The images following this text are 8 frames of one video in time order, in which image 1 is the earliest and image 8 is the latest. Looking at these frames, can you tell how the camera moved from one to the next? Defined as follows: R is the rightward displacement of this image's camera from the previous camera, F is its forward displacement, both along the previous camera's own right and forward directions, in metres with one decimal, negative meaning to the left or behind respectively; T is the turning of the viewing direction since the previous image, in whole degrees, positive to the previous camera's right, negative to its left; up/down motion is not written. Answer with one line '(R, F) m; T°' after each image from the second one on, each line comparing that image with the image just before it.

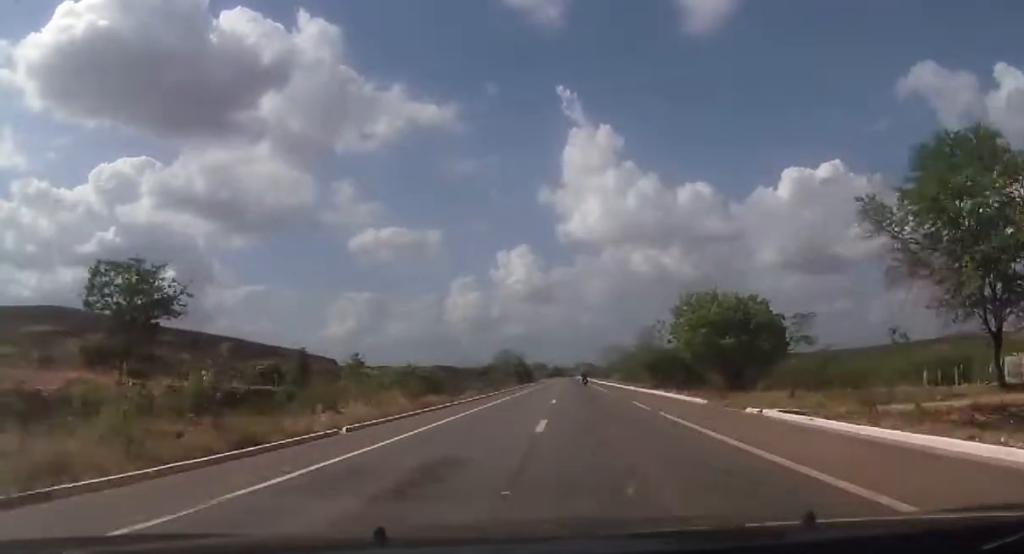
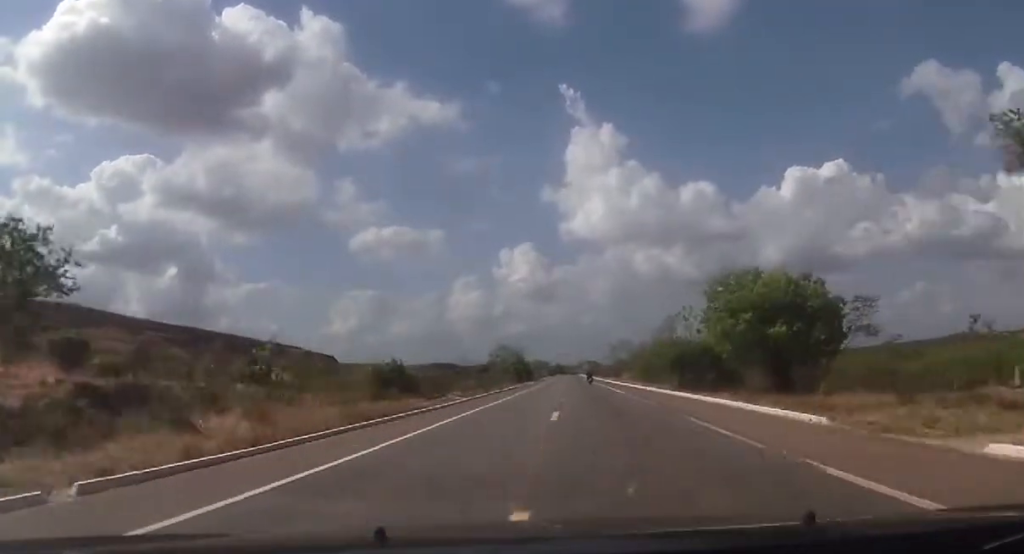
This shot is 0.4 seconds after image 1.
(+0.1, +13.2) m; 0°
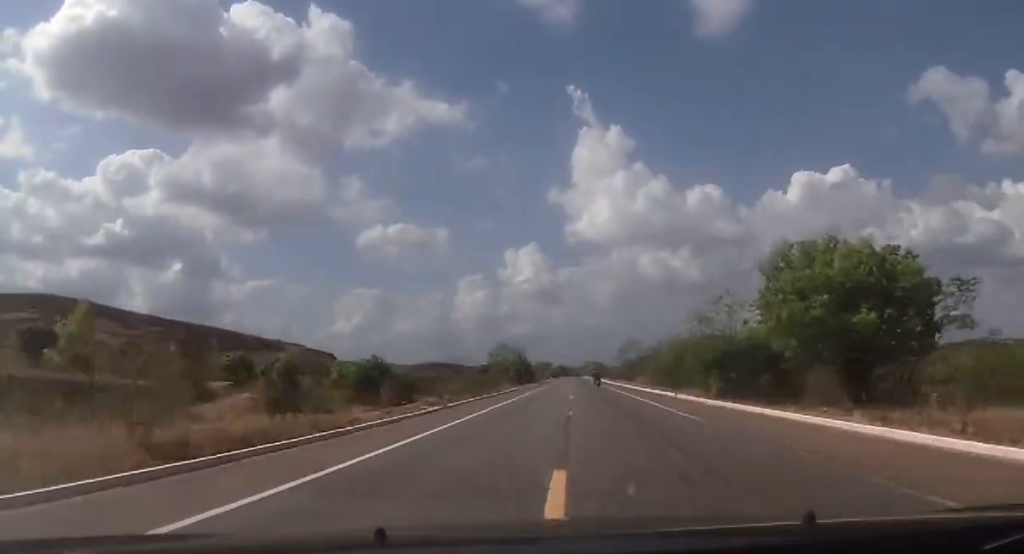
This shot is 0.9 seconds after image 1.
(-0.2, +13.4) m; 0°
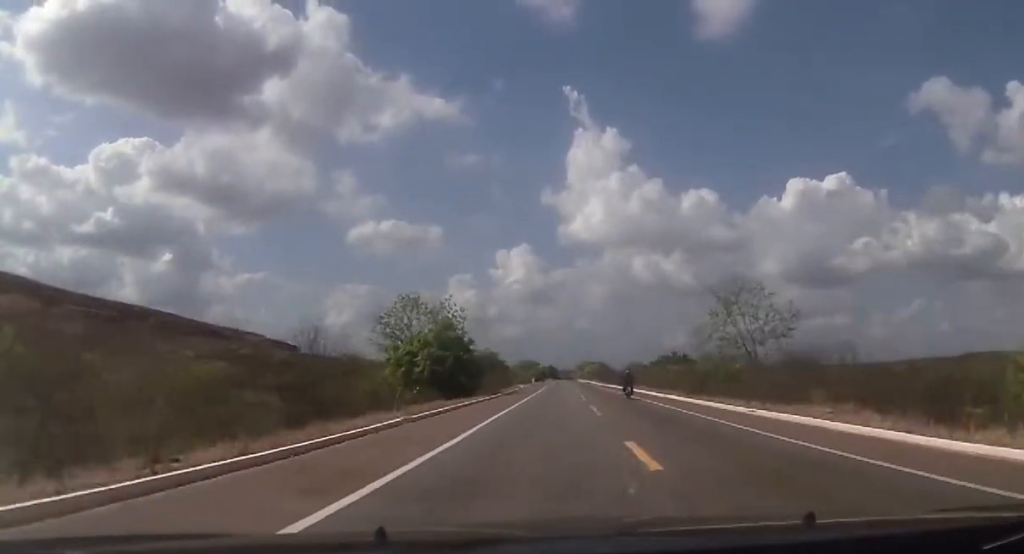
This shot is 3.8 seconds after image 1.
(+0.7, +91.1) m; +1°
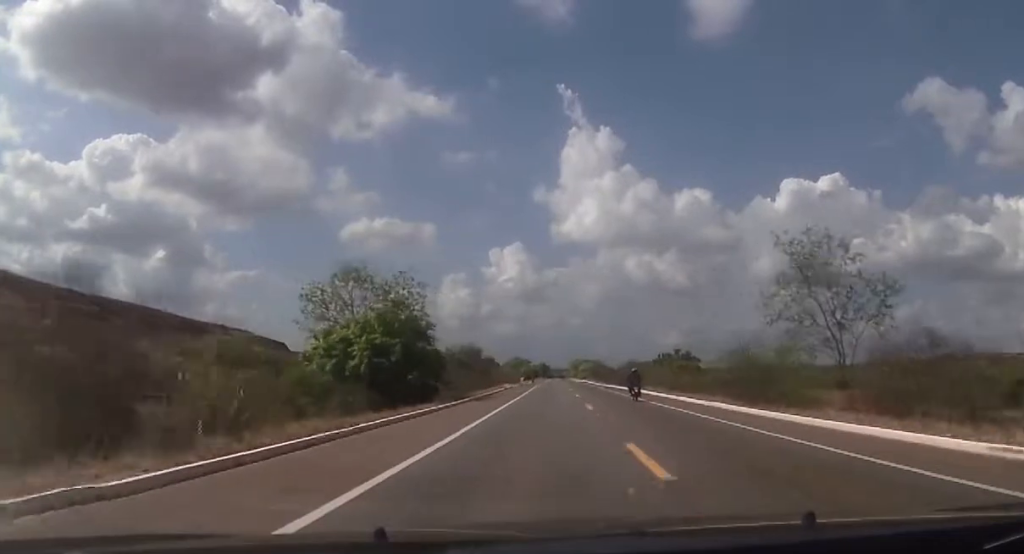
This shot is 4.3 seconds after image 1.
(+0.2, +17.1) m; 0°
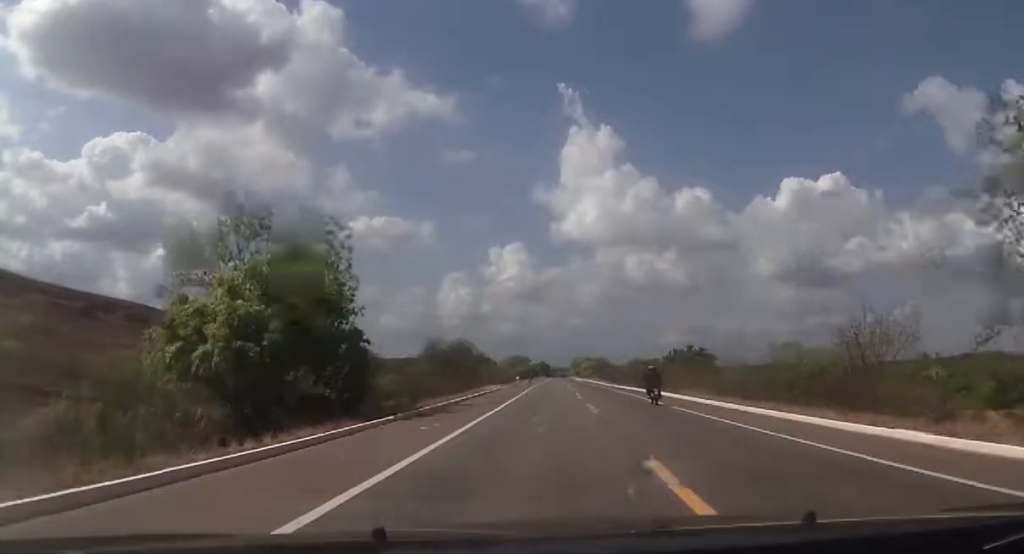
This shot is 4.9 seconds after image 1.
(-0.1, +18.3) m; 0°
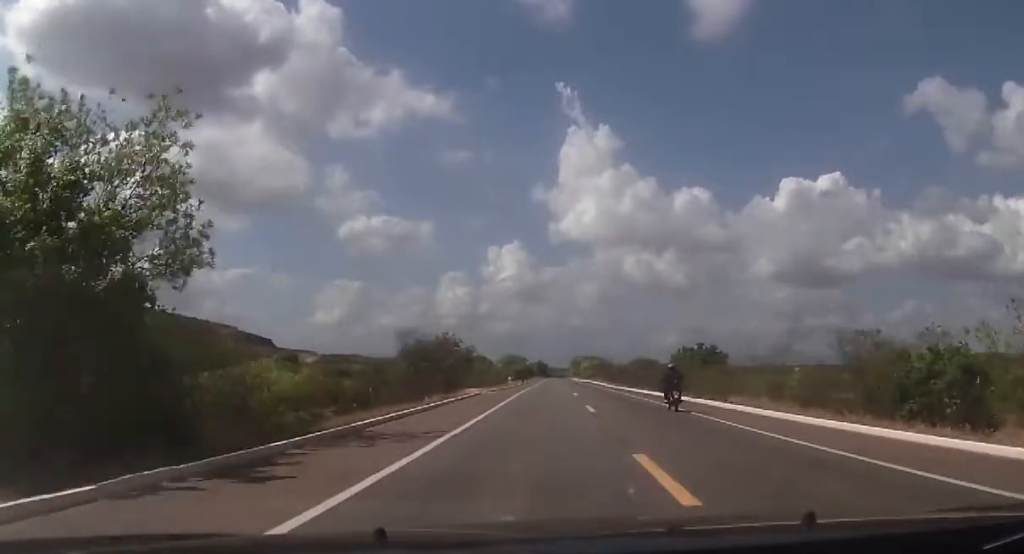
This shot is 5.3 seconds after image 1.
(-0.2, +15.1) m; 0°
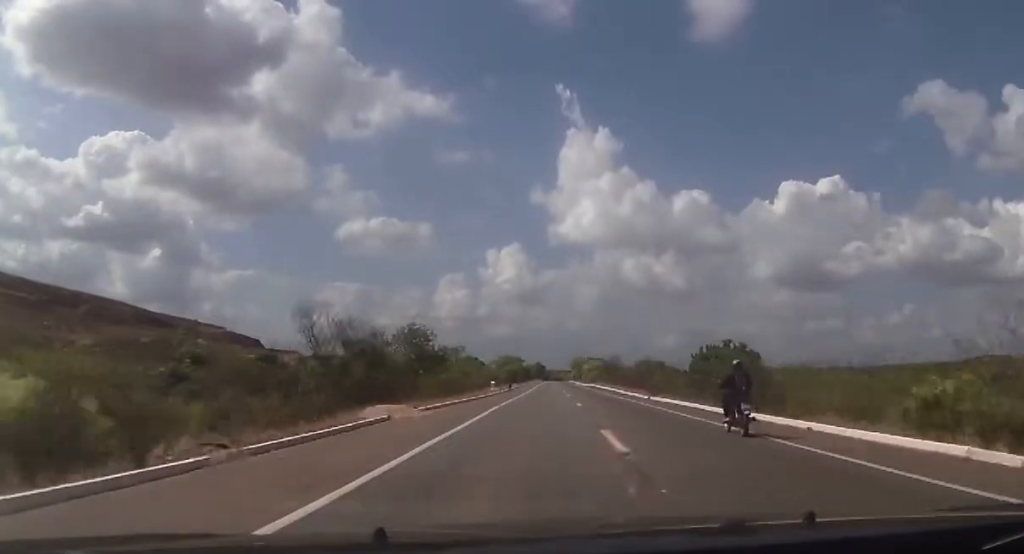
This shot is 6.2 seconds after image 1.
(+0.5, +27.3) m; 0°
